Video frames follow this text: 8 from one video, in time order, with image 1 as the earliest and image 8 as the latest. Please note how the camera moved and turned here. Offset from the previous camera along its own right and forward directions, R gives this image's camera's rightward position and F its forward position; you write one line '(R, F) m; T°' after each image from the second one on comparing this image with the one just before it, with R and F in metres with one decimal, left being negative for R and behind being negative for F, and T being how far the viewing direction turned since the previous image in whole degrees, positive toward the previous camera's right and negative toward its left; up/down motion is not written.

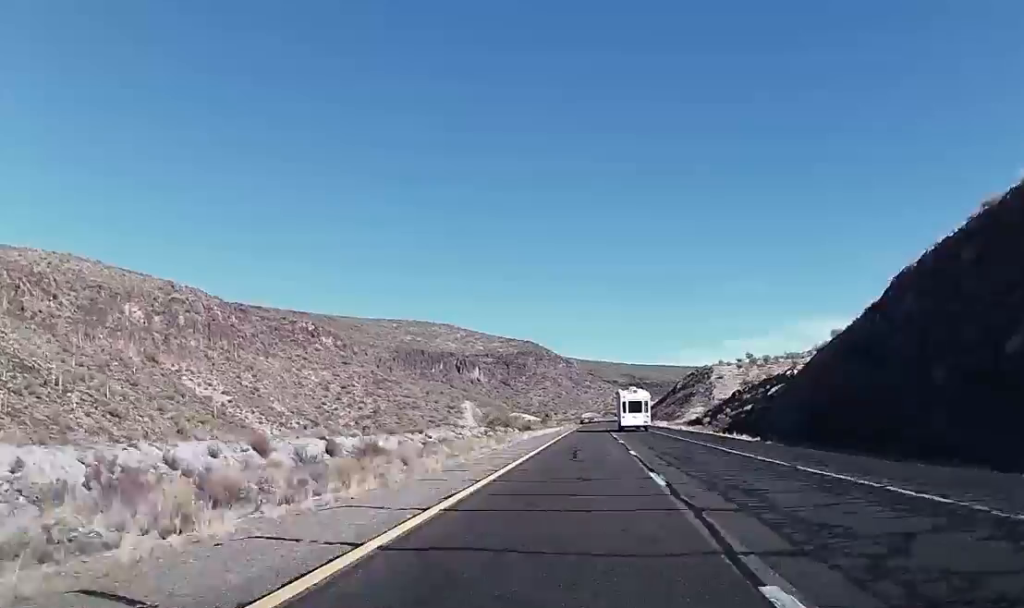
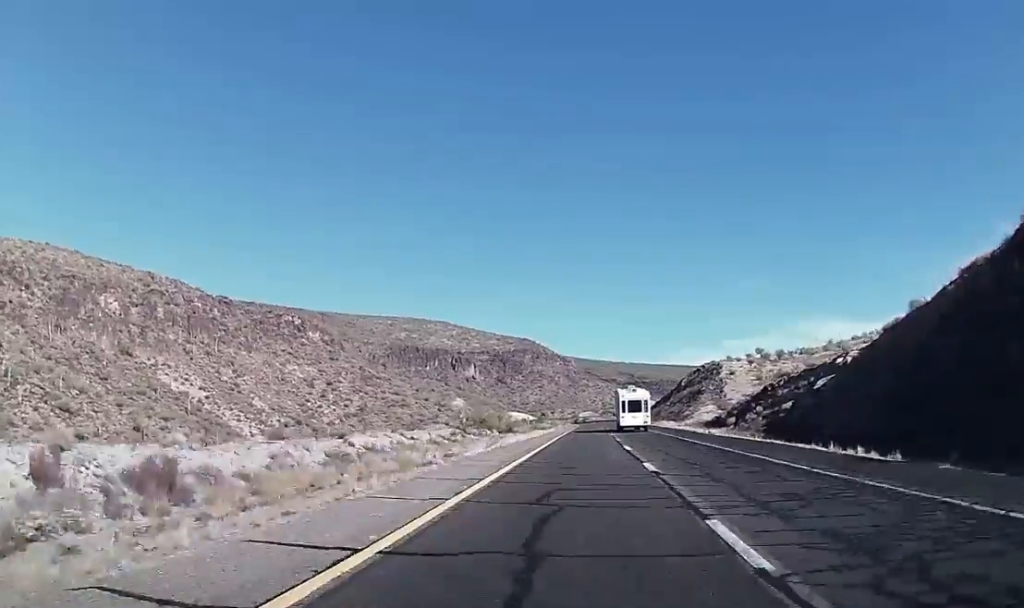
(-0.1, +19.8) m; 0°
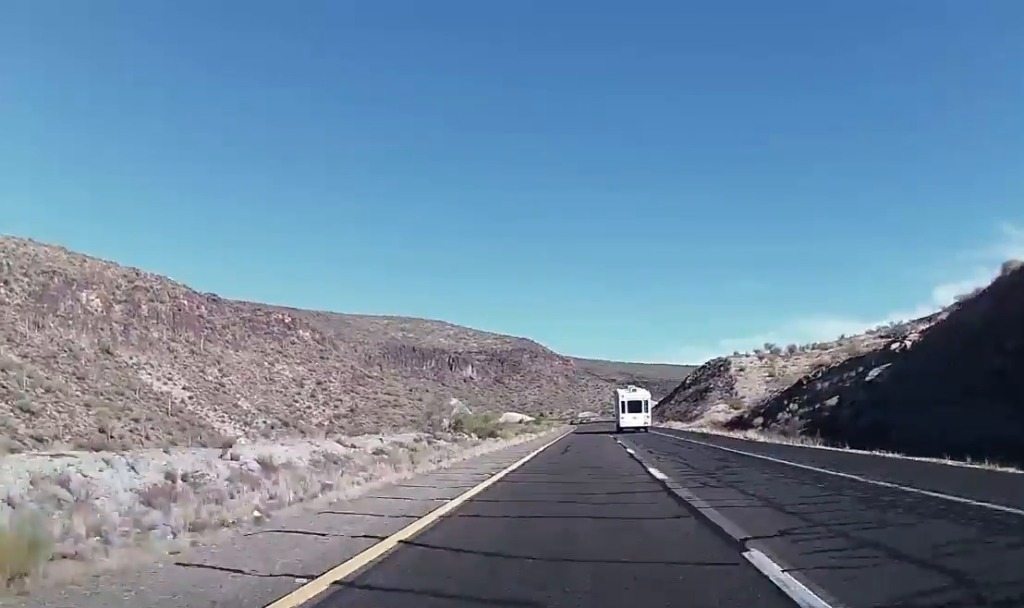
(0.0, +14.1) m; 0°
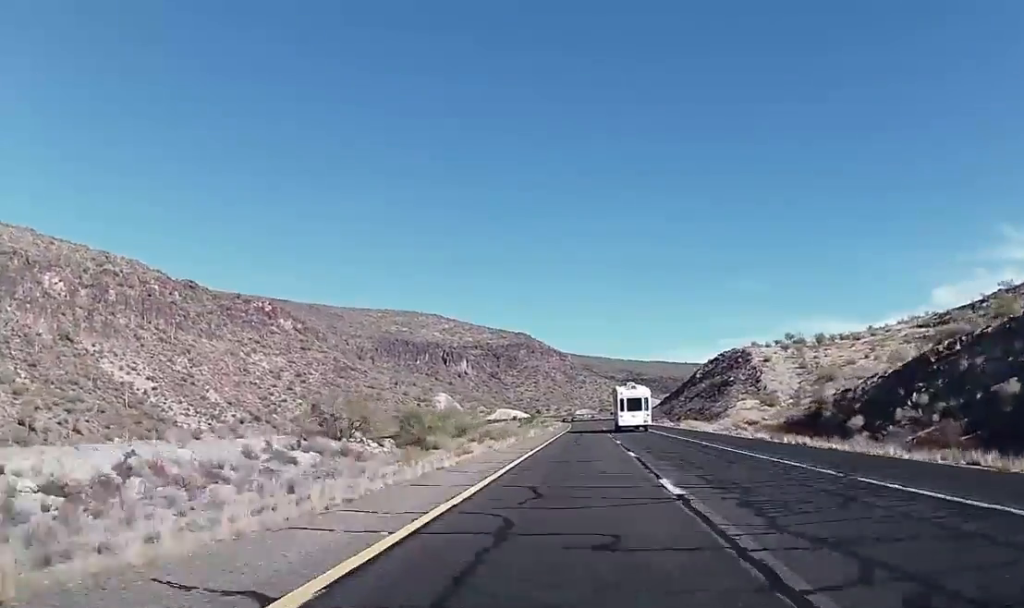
(0.0, +27.1) m; 0°
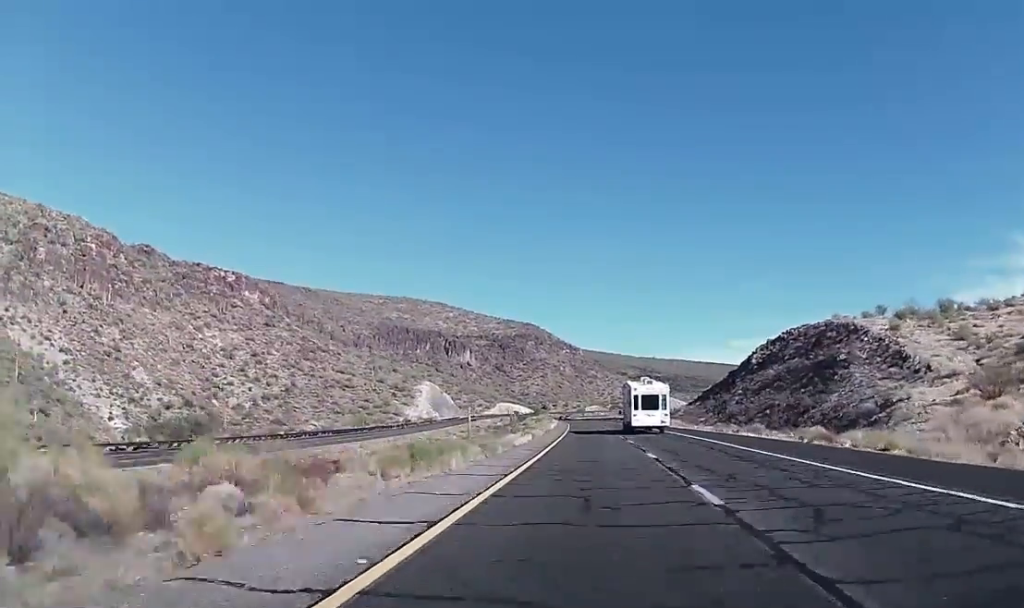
(+0.1, +61.1) m; +1°
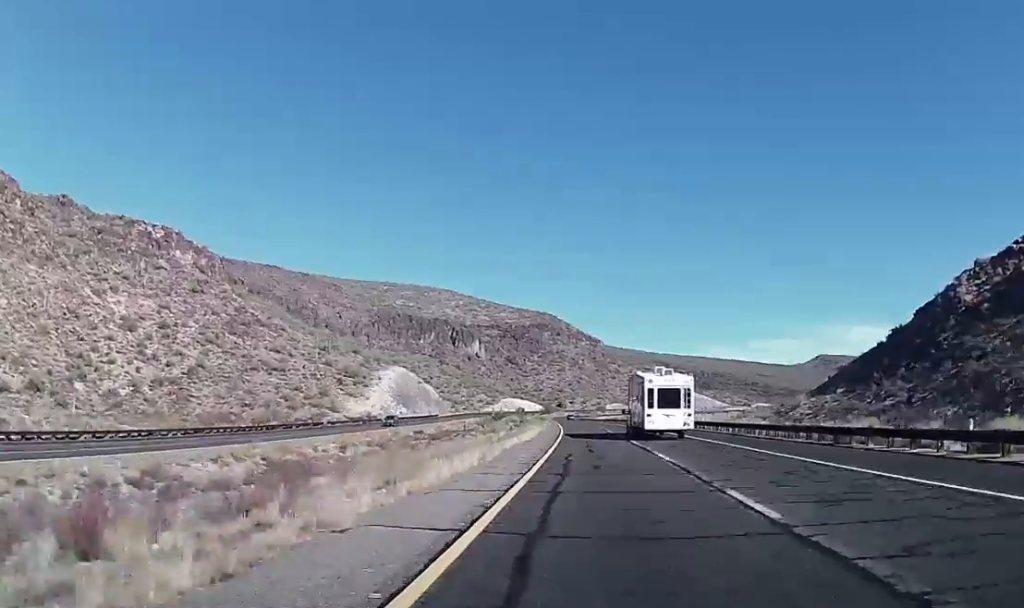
(-1.5, +84.8) m; -2°
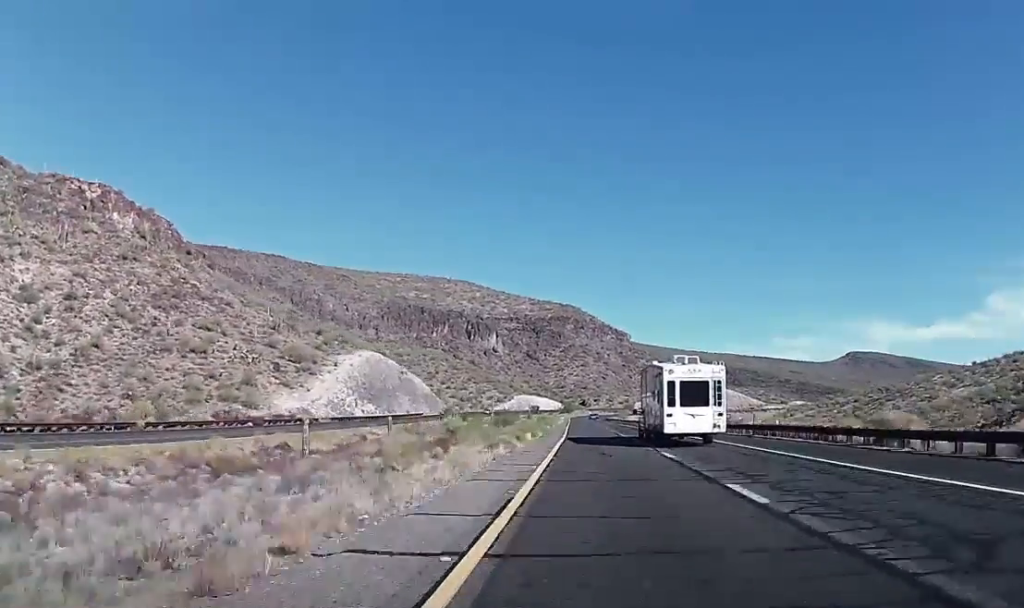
(+0.1, +57.5) m; -1°
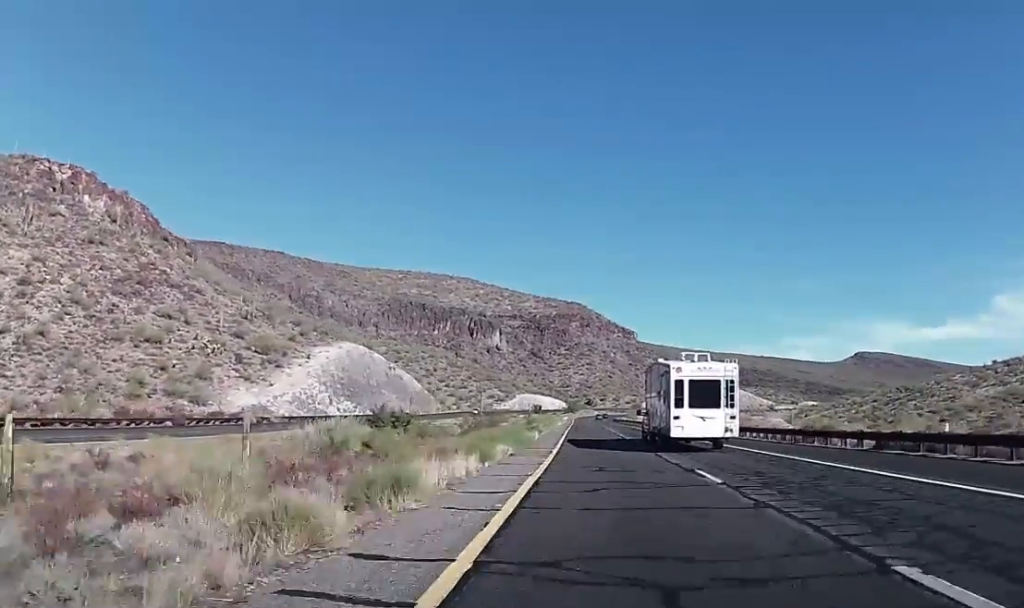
(-0.1, +20.1) m; 0°
